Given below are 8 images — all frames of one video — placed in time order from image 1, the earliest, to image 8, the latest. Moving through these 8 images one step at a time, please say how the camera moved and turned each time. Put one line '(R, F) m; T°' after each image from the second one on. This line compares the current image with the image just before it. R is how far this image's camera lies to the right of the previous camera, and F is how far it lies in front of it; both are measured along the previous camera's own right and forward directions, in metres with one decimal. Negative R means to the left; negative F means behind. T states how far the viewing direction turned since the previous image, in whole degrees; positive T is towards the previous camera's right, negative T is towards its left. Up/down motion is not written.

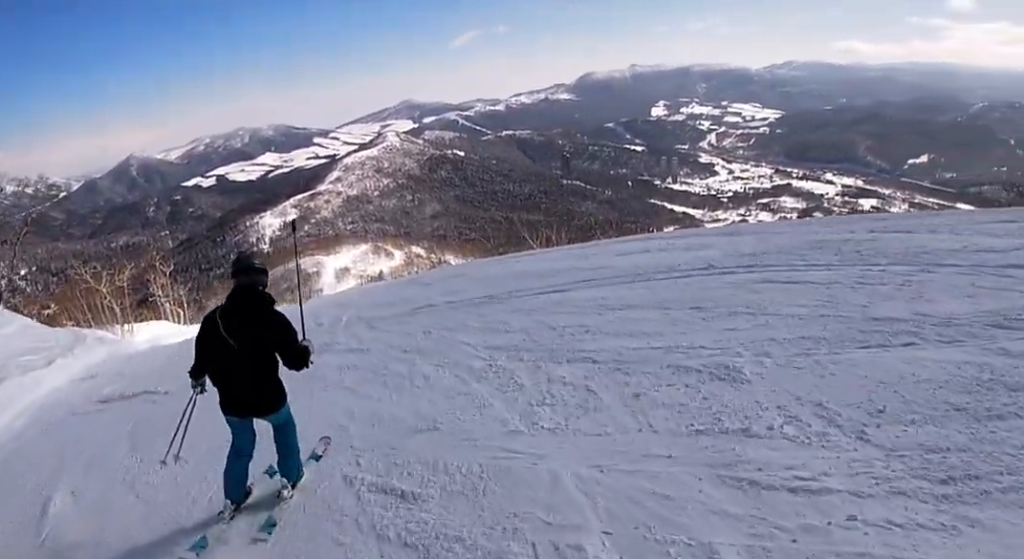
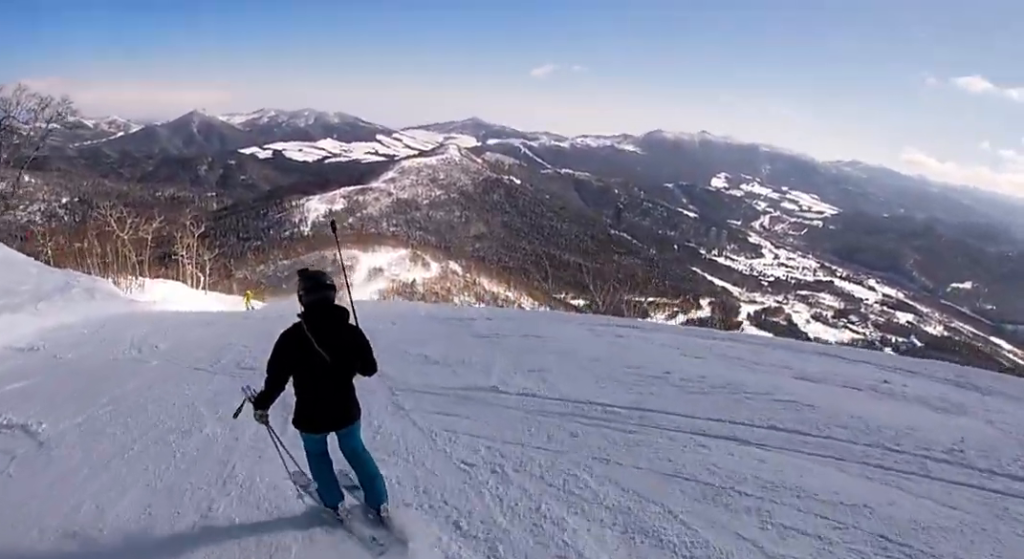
(+0.5, +3.9) m; +3°
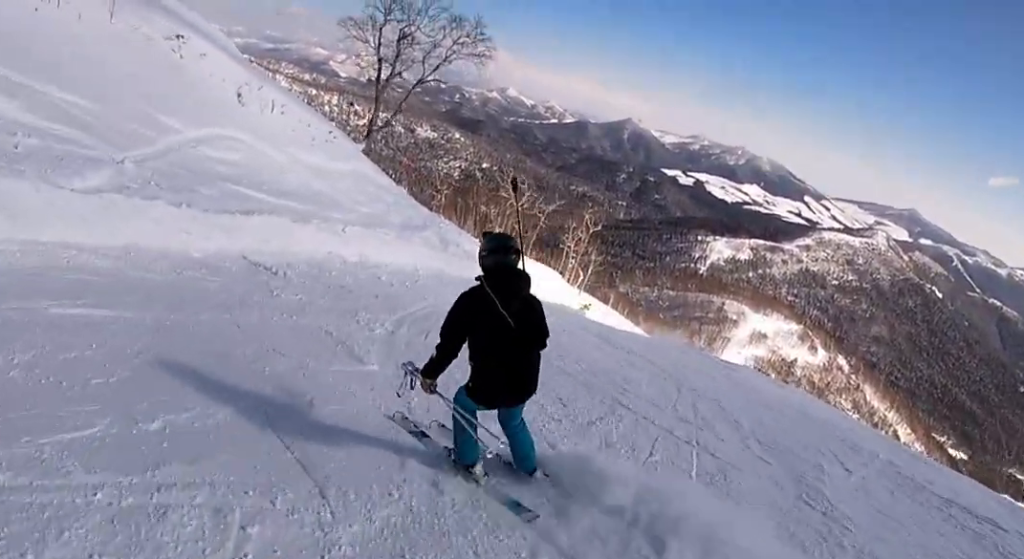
(-0.5, +5.4) m; -13°
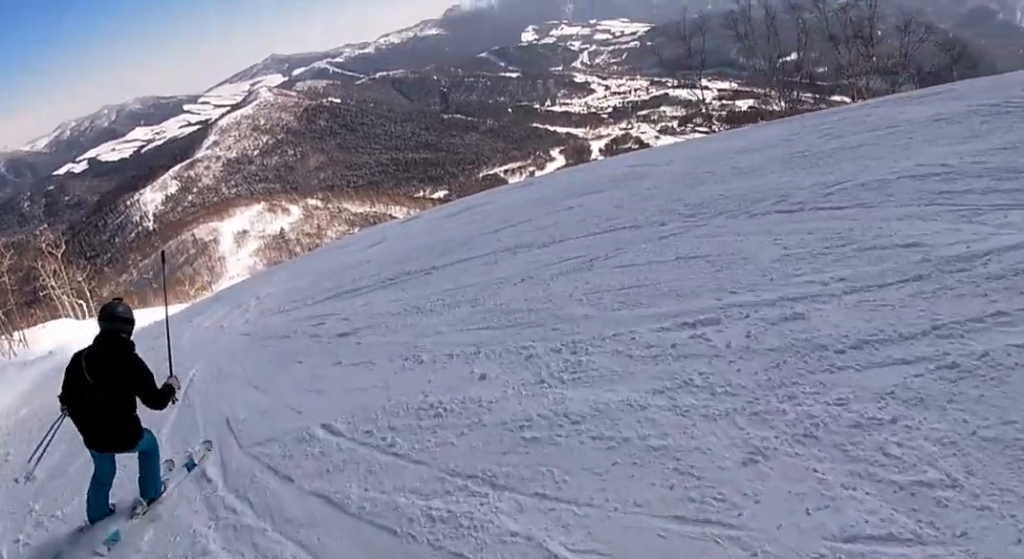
(+0.4, +8.8) m; +16°
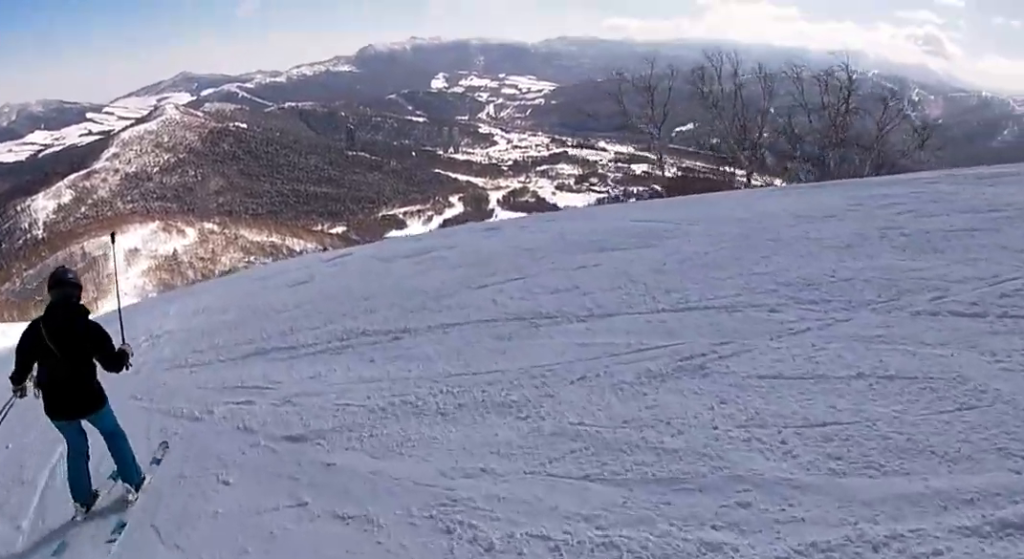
(+0.1, +2.9) m; +1°
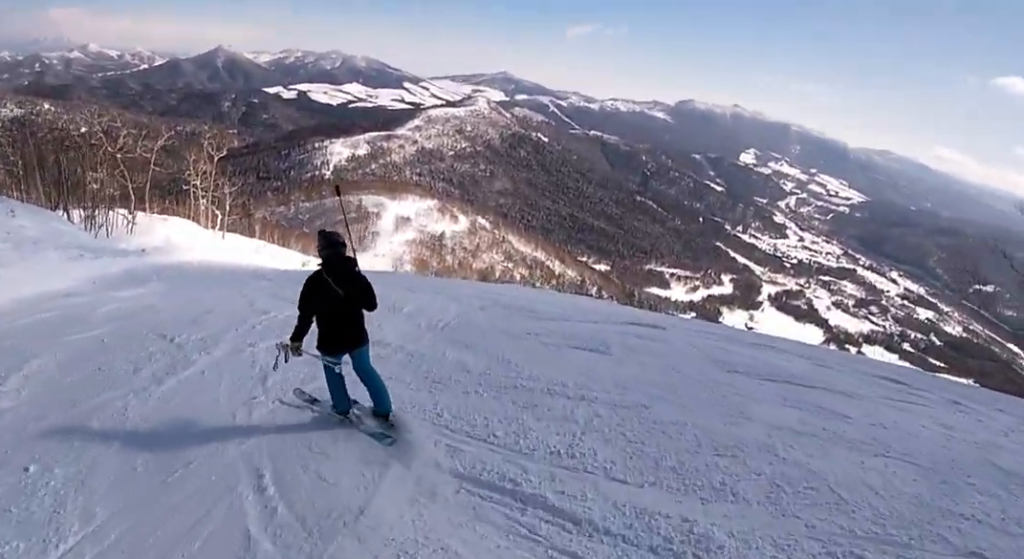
(0.0, +4.2) m; -6°
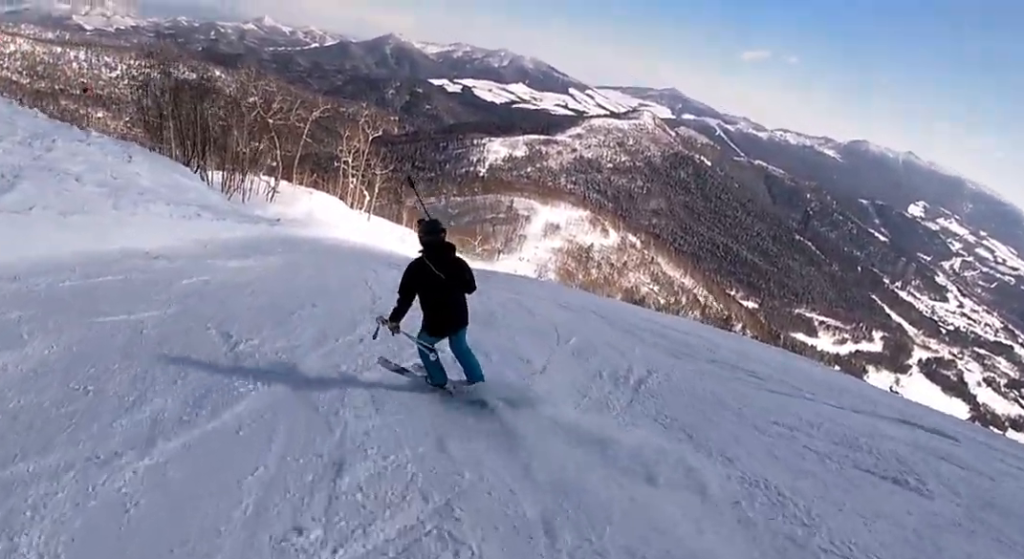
(+0.4, +3.3) m; -9°
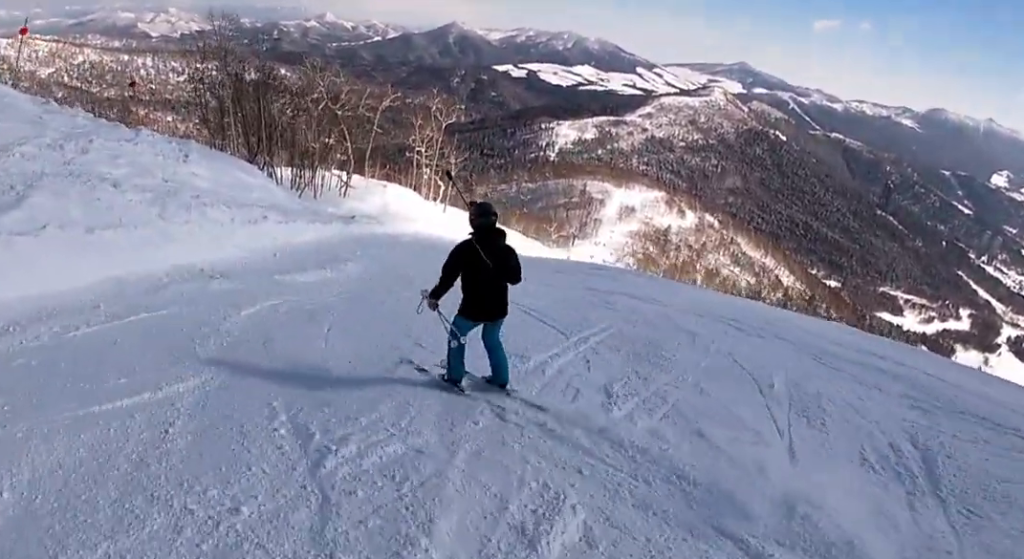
(-0.8, +2.8) m; 0°
